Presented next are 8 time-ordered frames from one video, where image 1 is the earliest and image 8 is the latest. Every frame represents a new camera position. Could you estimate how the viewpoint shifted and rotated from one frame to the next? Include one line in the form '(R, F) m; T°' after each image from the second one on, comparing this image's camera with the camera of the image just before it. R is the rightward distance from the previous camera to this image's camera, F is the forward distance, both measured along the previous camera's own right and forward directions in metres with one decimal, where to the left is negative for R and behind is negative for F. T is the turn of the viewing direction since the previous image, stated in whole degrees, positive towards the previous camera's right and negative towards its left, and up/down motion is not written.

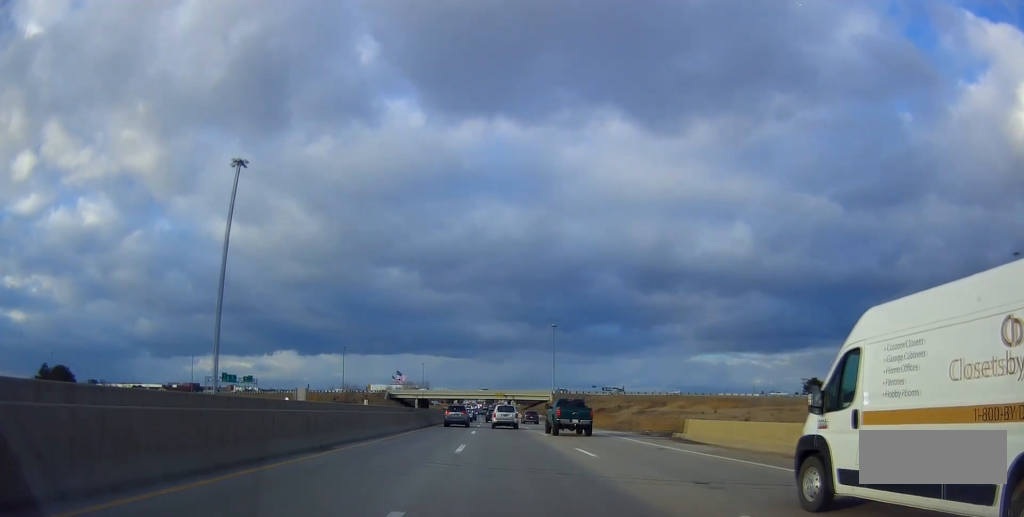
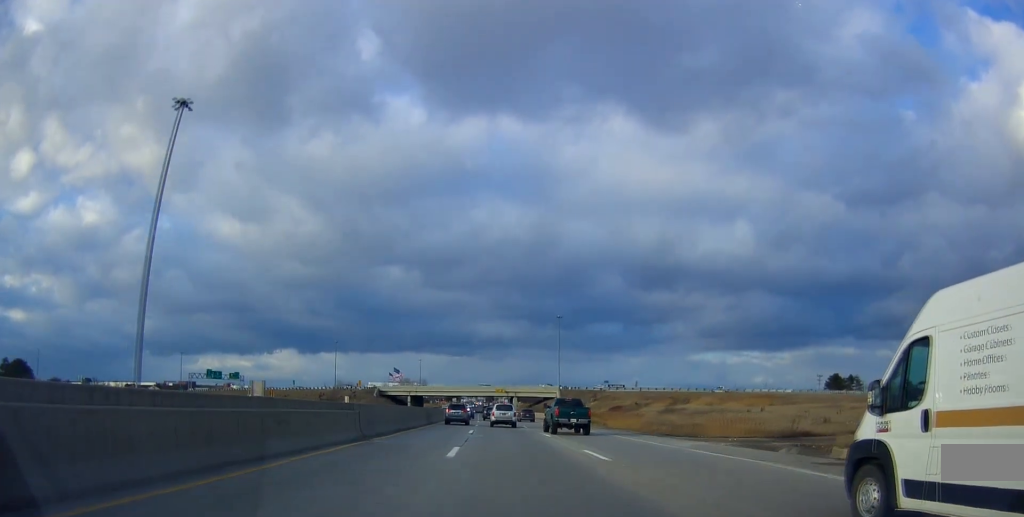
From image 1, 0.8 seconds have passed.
(+0.3, +16.8) m; -1°
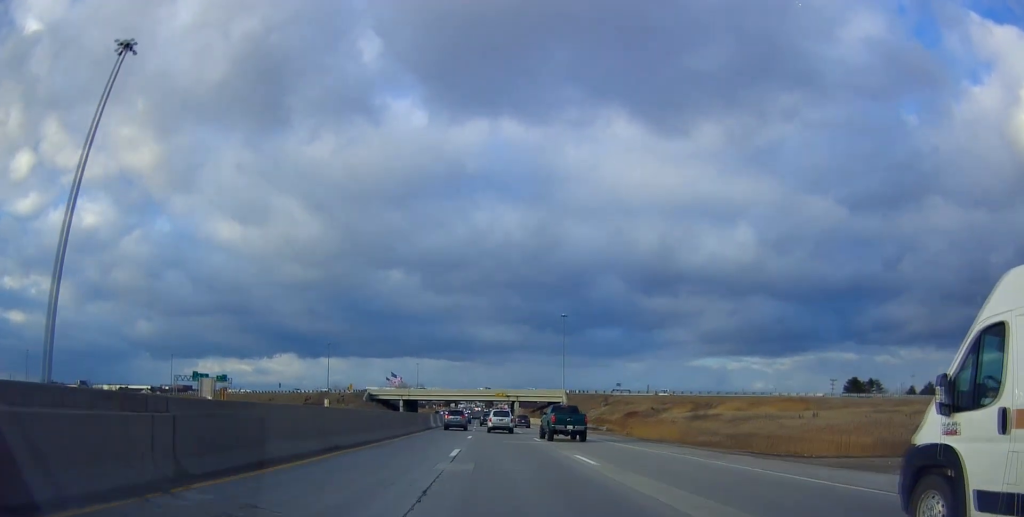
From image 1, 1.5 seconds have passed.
(-0.2, +13.6) m; 0°
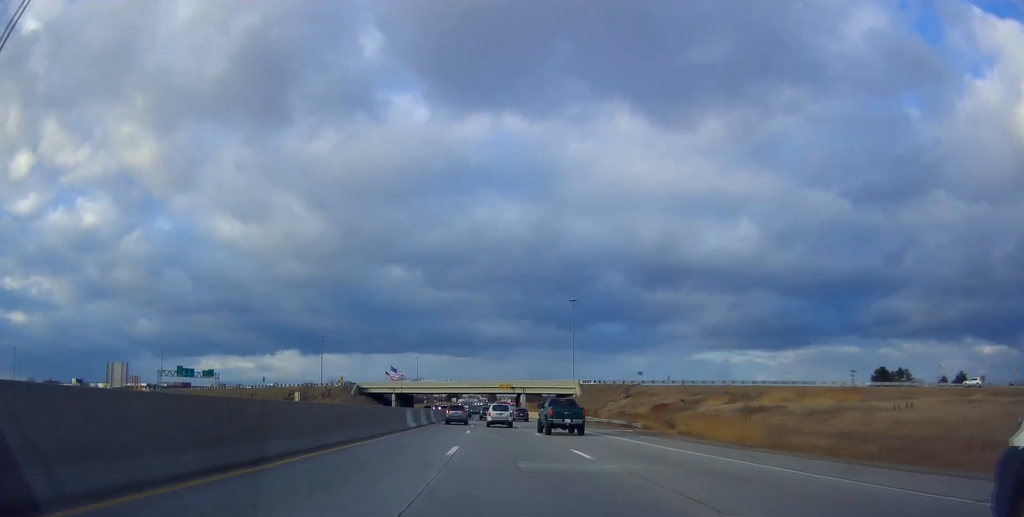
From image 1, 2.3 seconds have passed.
(-0.3, +16.5) m; 0°
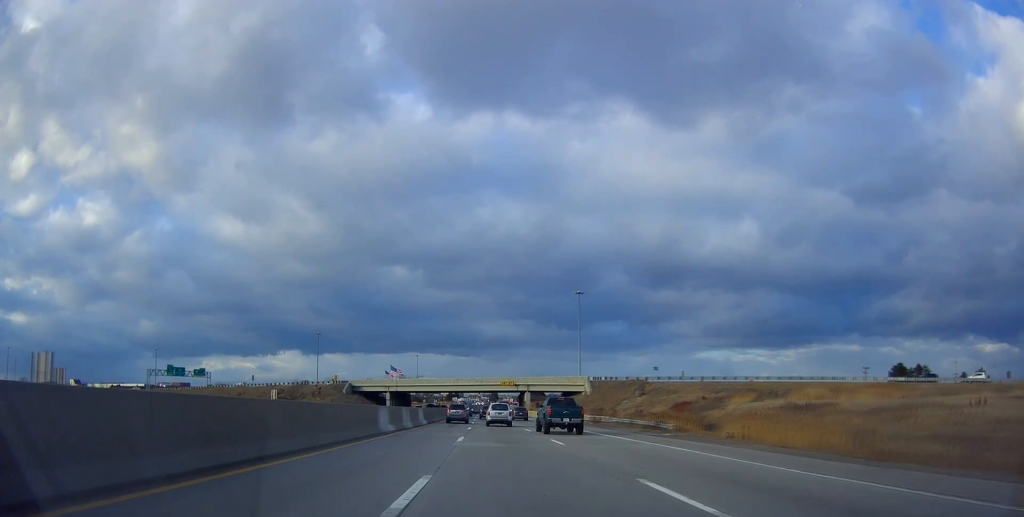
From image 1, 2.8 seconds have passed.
(+0.3, +9.7) m; 0°
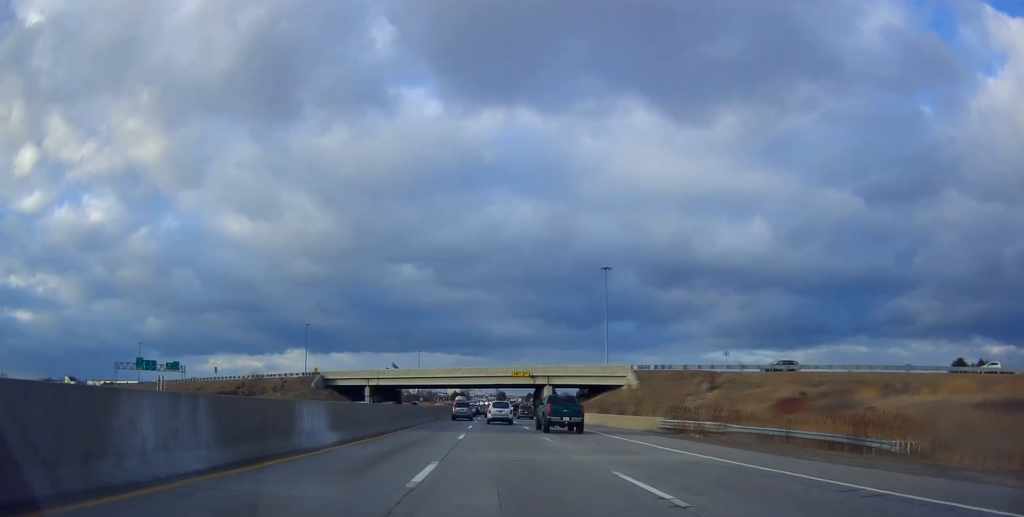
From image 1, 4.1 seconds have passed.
(-0.1, +28.4) m; -2°
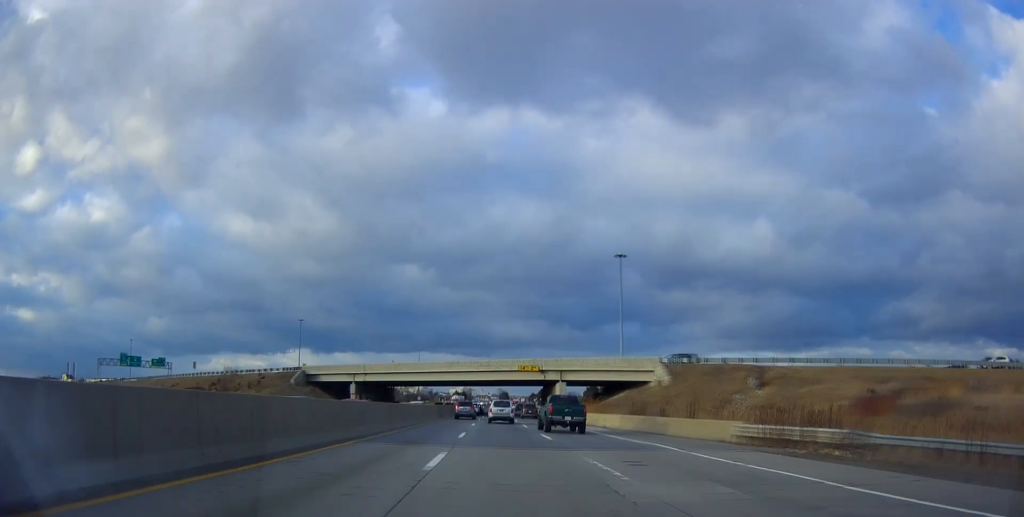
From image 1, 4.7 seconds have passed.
(-0.2, +12.4) m; -1°
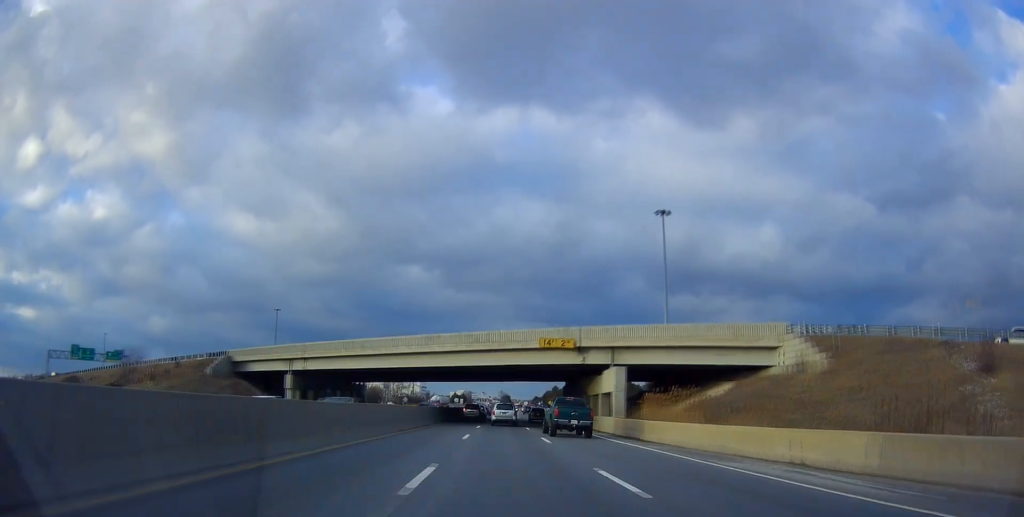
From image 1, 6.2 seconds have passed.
(-0.1, +29.7) m; +1°
